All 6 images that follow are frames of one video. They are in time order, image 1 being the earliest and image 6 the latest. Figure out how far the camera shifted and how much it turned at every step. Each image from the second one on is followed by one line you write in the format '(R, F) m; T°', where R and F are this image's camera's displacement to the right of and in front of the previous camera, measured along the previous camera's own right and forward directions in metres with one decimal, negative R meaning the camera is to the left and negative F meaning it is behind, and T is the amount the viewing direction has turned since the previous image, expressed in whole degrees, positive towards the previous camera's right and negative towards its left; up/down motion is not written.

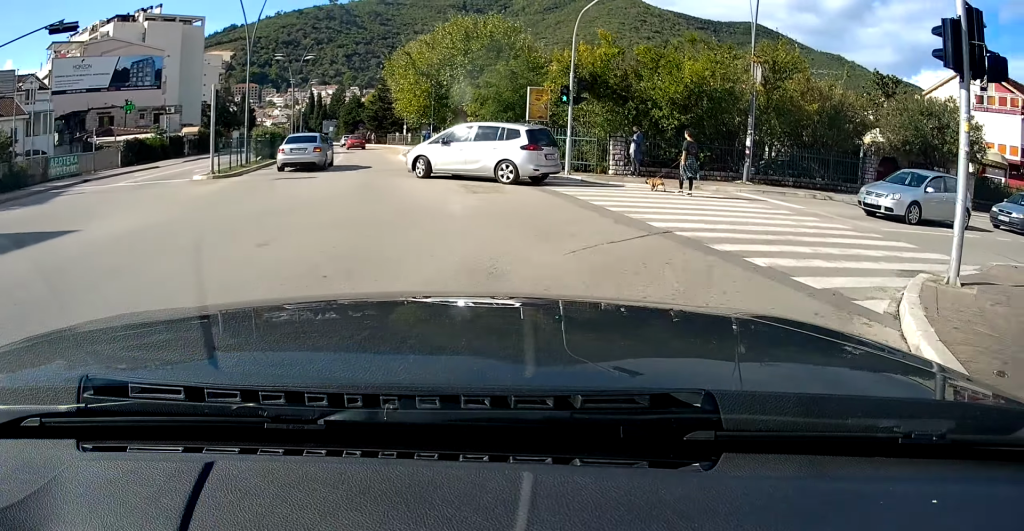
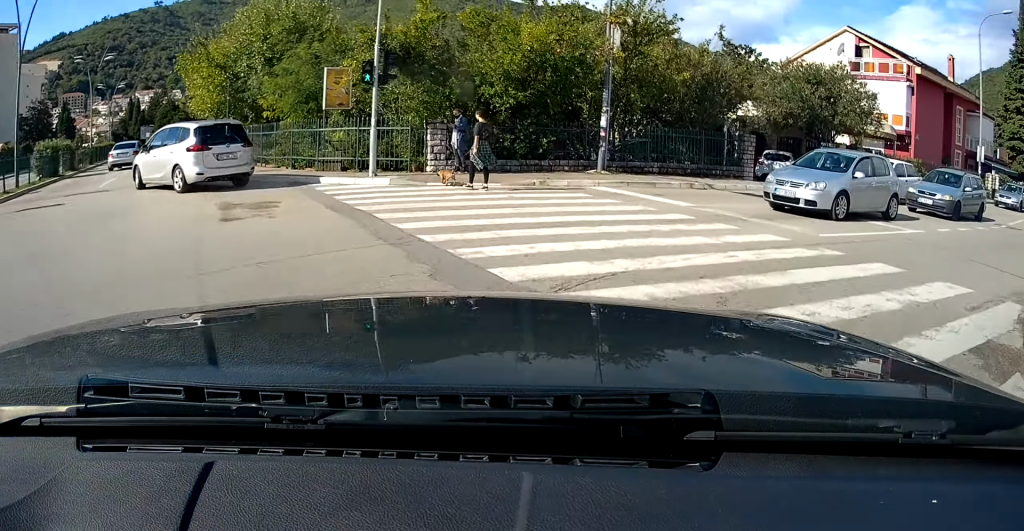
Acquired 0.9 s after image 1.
(-0.7, +5.2) m; +16°
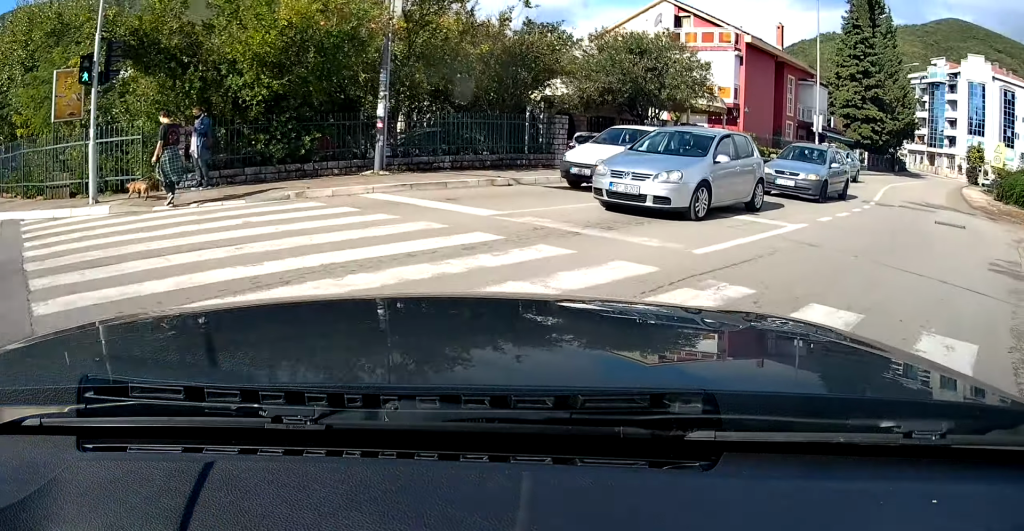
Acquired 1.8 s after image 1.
(+1.9, +3.4) m; +16°
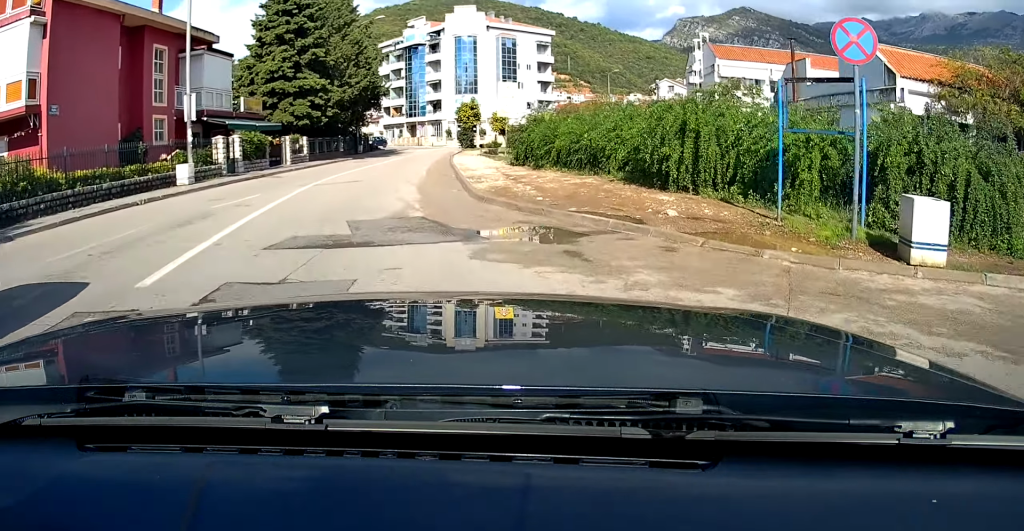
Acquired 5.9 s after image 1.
(+8.4, +19.5) m; +23°
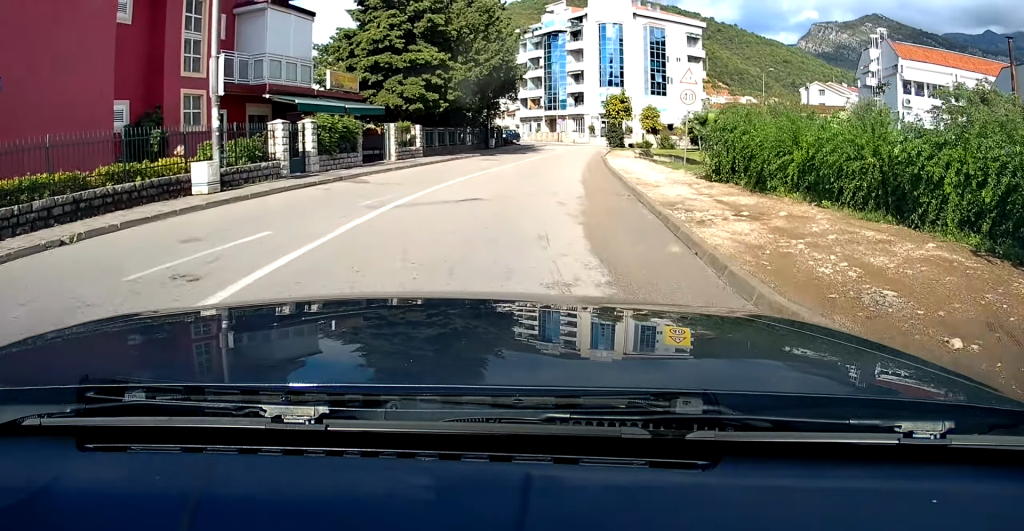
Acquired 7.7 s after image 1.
(-0.3, +8.7) m; 0°
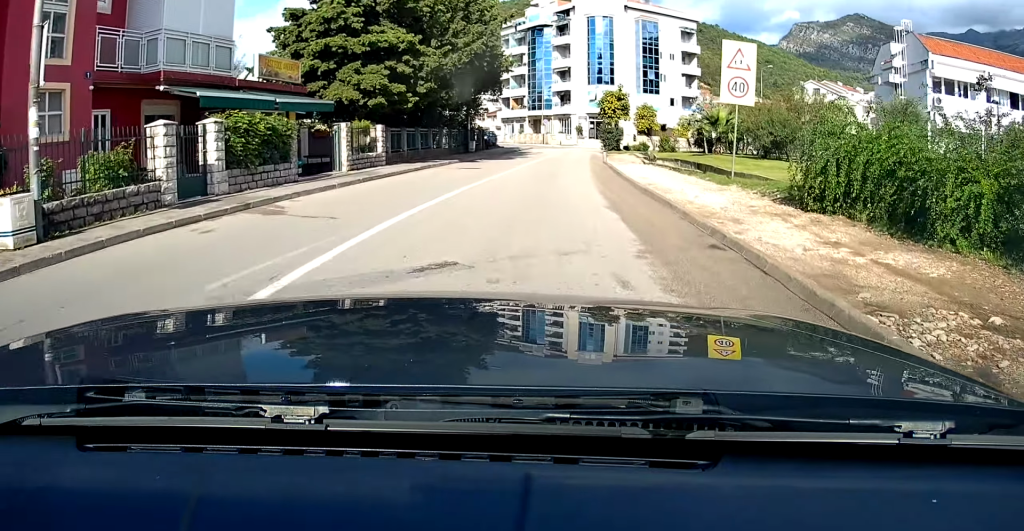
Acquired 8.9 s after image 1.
(+0.1, +4.4) m; +3°
